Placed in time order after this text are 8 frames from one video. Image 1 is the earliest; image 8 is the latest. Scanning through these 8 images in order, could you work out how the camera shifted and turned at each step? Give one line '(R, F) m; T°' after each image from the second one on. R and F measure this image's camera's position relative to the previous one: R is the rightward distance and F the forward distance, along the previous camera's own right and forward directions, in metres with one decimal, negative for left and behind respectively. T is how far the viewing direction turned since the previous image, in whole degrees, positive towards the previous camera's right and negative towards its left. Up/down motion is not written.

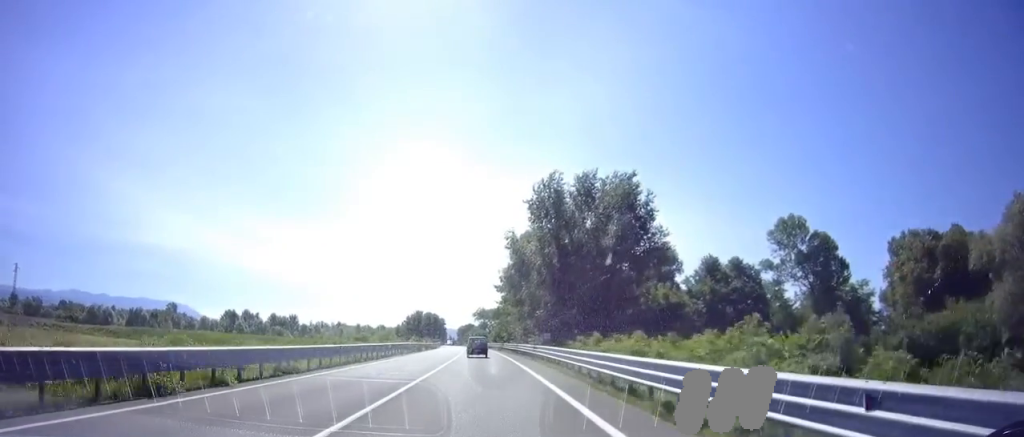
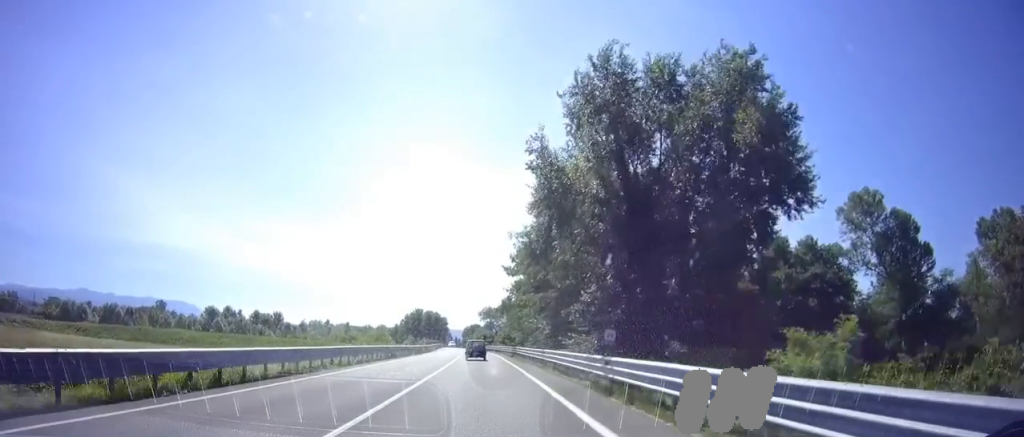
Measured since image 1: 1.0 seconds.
(0.0, +17.6) m; -1°
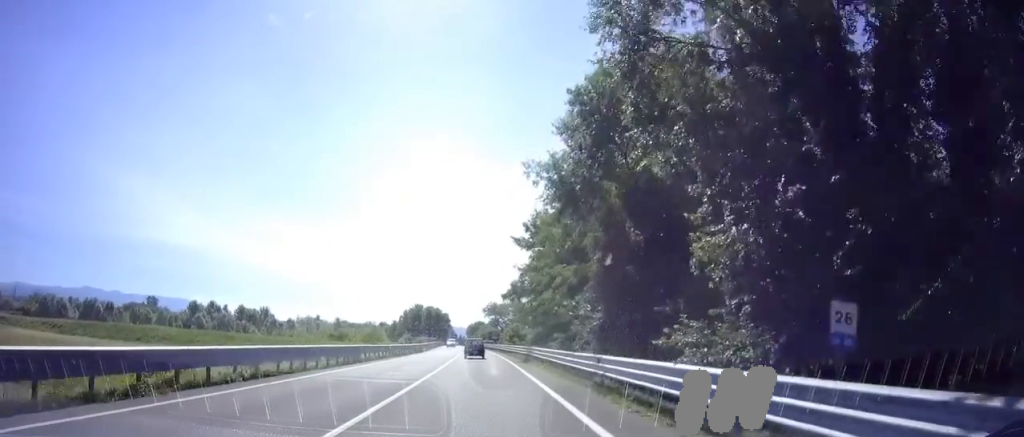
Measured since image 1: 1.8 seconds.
(0.0, +12.5) m; -1°
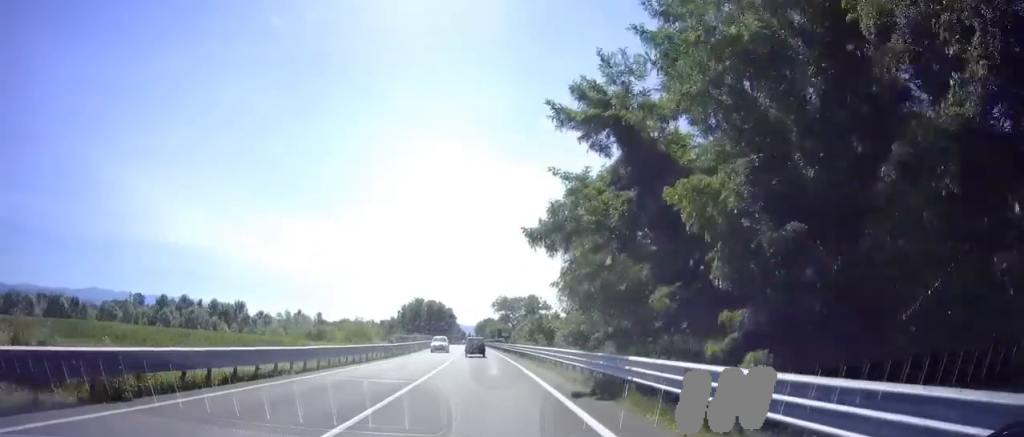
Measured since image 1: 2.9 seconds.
(-0.3, +19.2) m; -1°
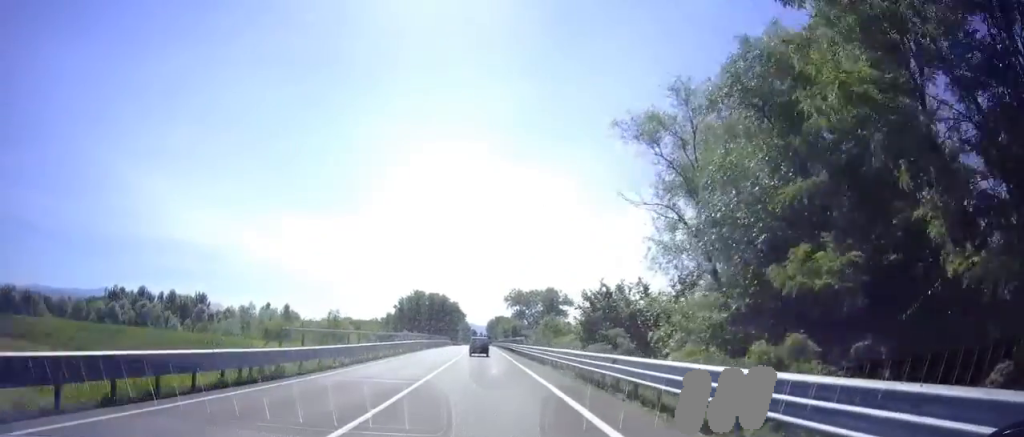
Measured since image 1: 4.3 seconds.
(+0.1, +23.3) m; 0°
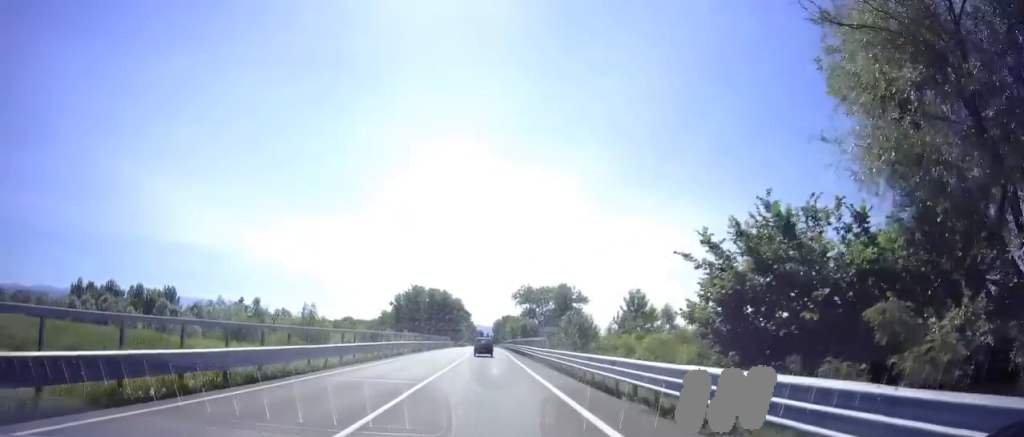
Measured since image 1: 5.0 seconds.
(-0.1, +12.5) m; -1°
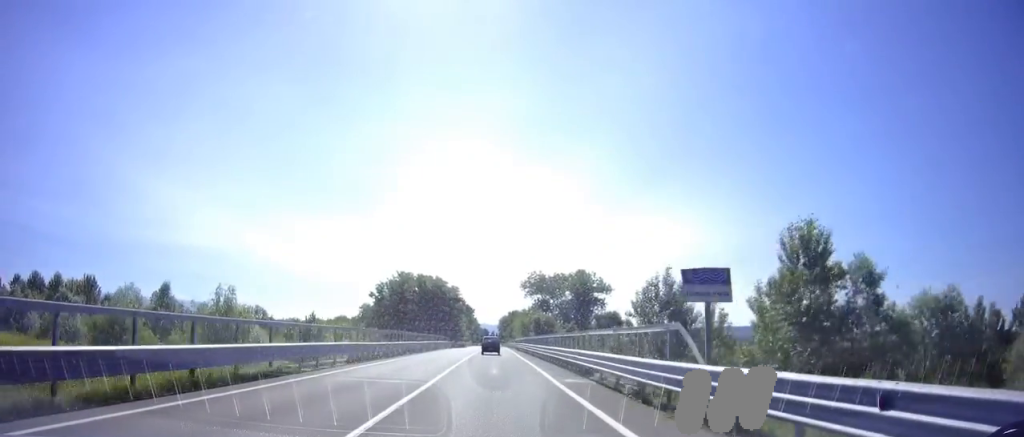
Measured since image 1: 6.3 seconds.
(-0.2, +22.1) m; 0°
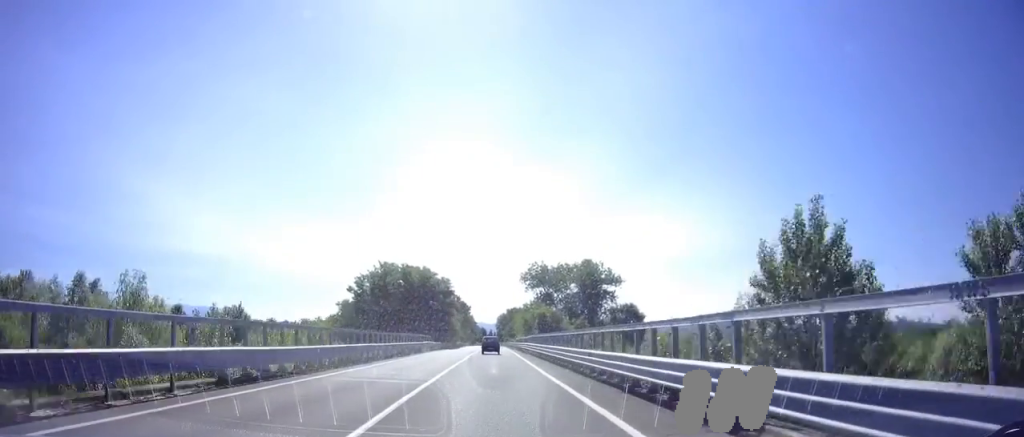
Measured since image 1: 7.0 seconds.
(0.0, +12.5) m; 0°
